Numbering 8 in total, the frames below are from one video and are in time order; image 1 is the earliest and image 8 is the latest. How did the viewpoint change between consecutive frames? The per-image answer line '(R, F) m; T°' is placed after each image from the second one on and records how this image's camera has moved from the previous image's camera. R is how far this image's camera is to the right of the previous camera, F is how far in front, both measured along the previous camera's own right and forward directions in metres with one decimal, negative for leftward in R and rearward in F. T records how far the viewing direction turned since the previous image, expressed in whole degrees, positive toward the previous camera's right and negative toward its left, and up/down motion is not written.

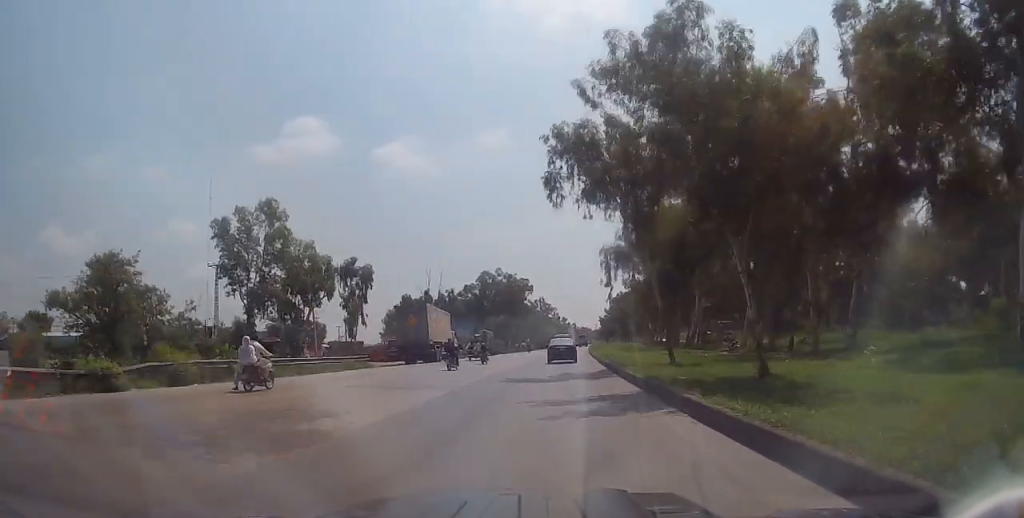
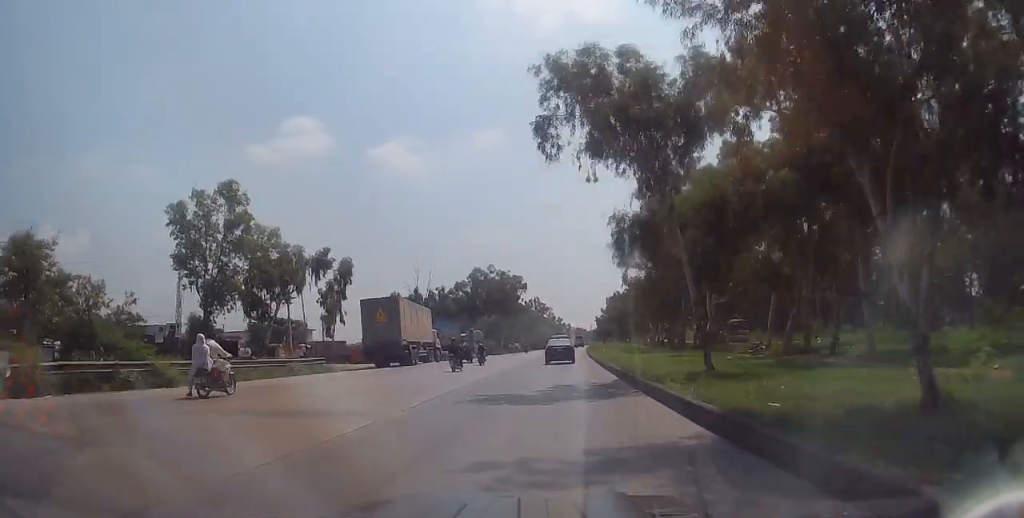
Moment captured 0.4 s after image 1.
(0.0, +6.9) m; -1°
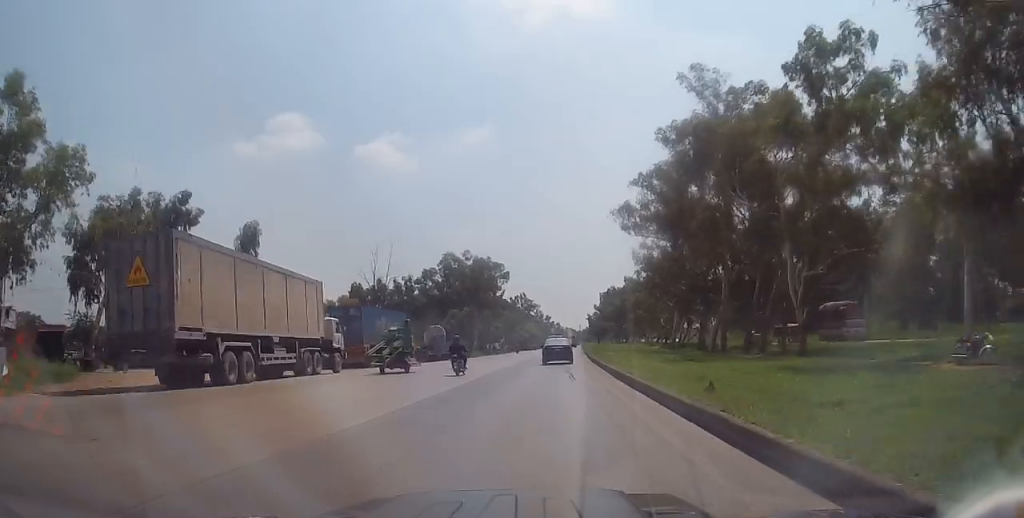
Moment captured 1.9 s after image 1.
(-0.6, +23.2) m; -1°
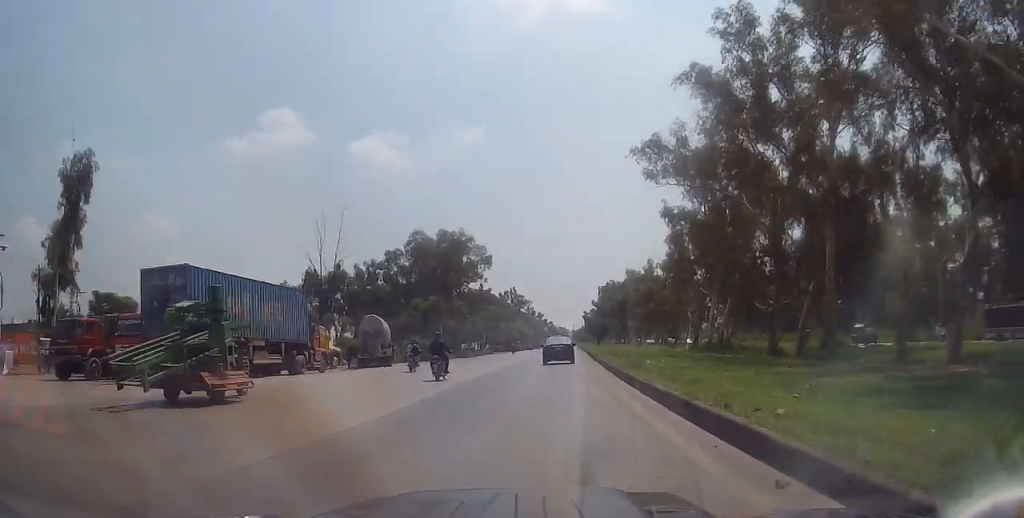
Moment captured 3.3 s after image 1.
(+0.6, +22.4) m; +2°
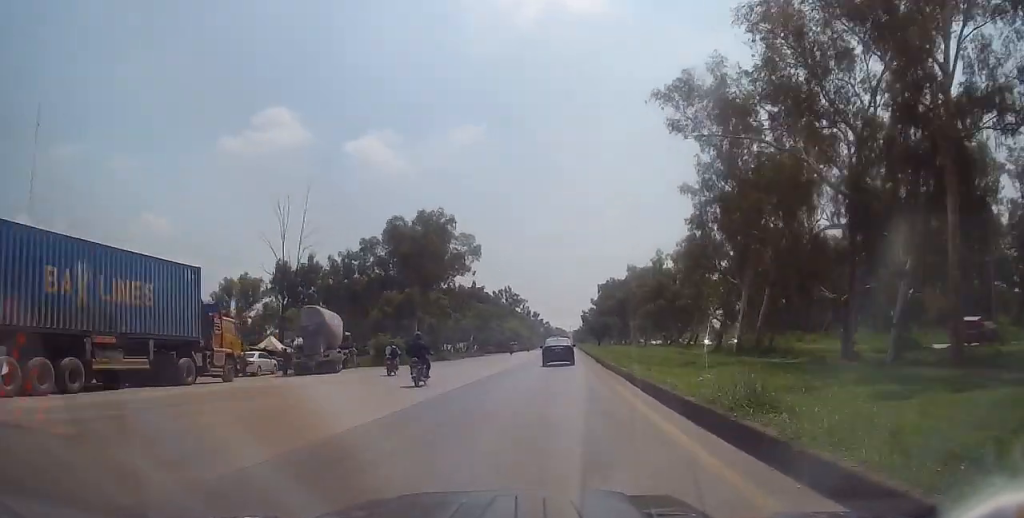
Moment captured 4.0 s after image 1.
(0.0, +11.2) m; +1°
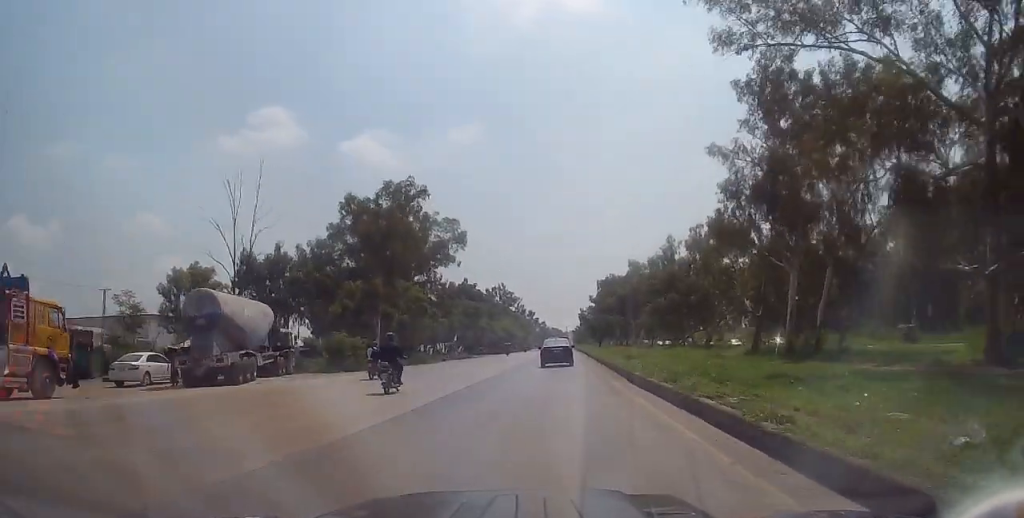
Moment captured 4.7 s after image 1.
(+0.4, +11.2) m; 0°
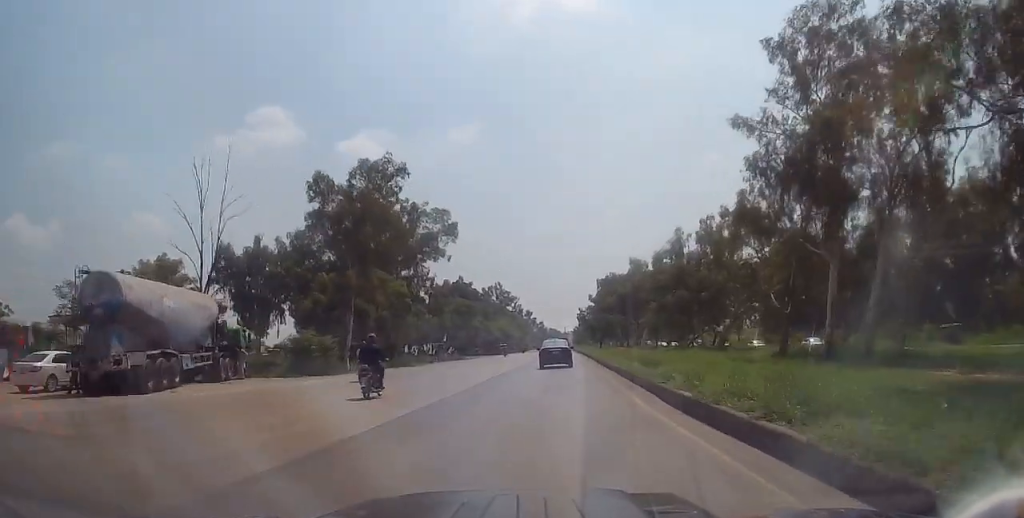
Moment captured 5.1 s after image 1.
(0.0, +6.4) m; 0°
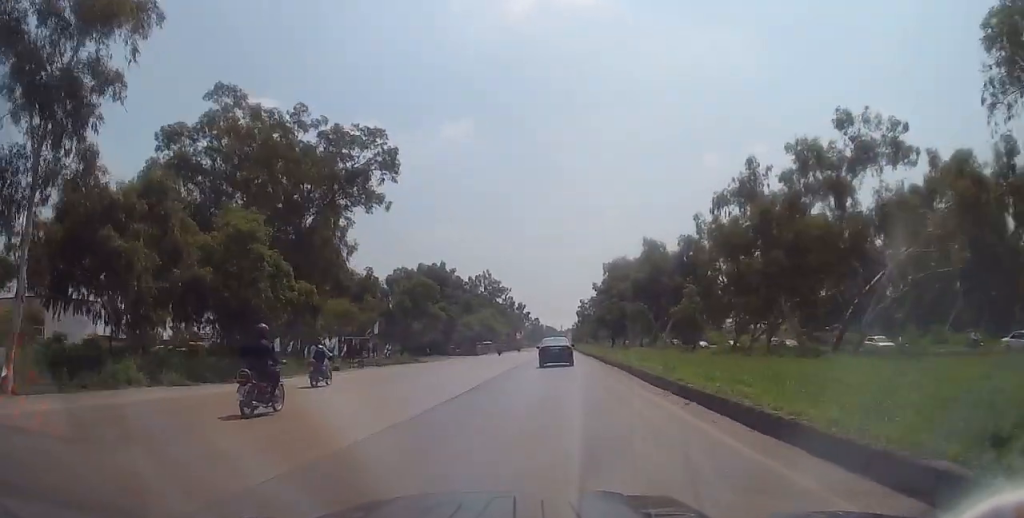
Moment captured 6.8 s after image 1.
(0.0, +27.6) m; 0°
